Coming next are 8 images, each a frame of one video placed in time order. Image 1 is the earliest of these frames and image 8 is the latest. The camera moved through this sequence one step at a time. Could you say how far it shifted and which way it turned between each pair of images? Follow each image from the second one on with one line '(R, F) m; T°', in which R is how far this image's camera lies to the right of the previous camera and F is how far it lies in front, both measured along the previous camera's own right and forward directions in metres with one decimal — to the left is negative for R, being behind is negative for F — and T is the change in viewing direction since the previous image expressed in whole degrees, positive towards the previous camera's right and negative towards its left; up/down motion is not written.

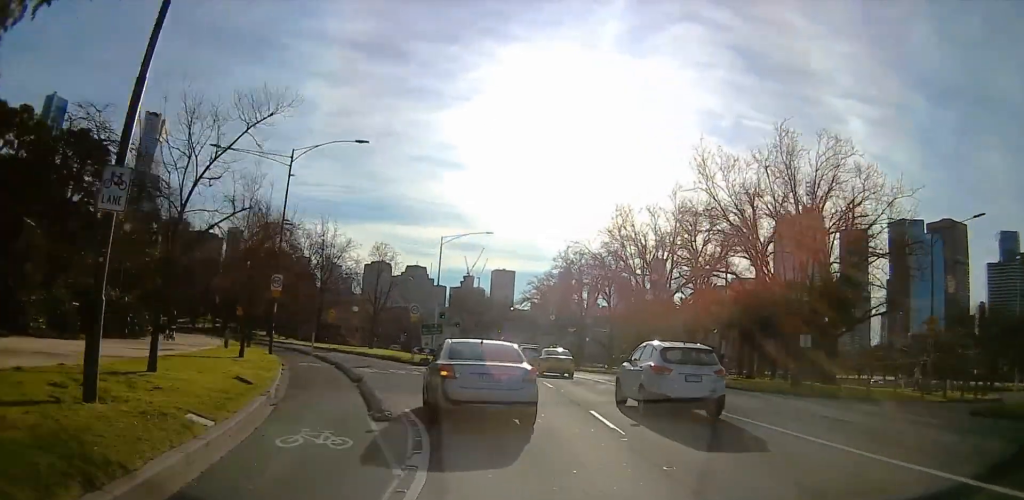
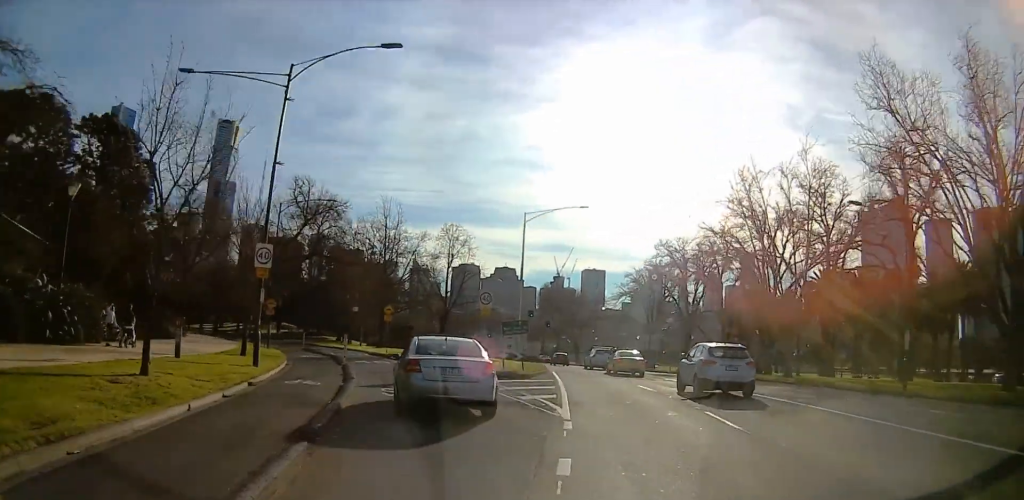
(+0.6, +13.0) m; -6°
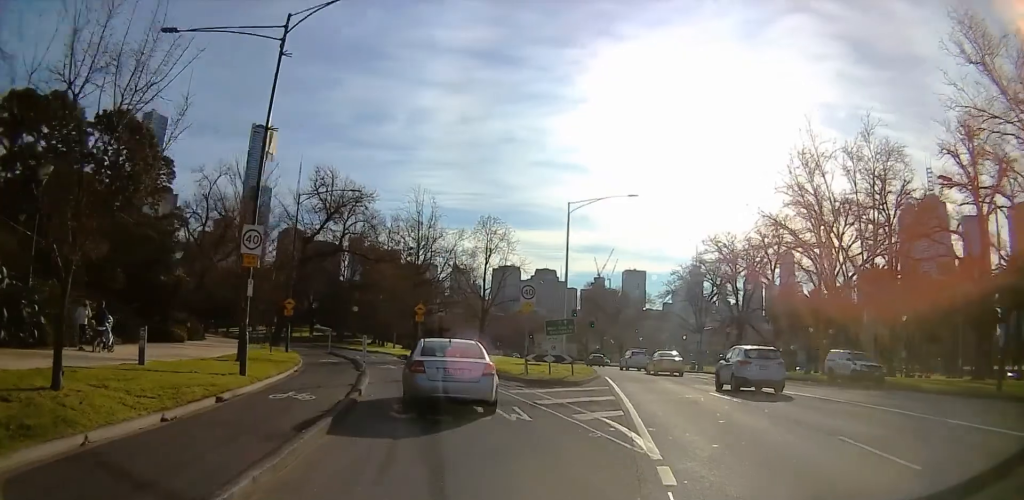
(-0.7, +4.5) m; -8°
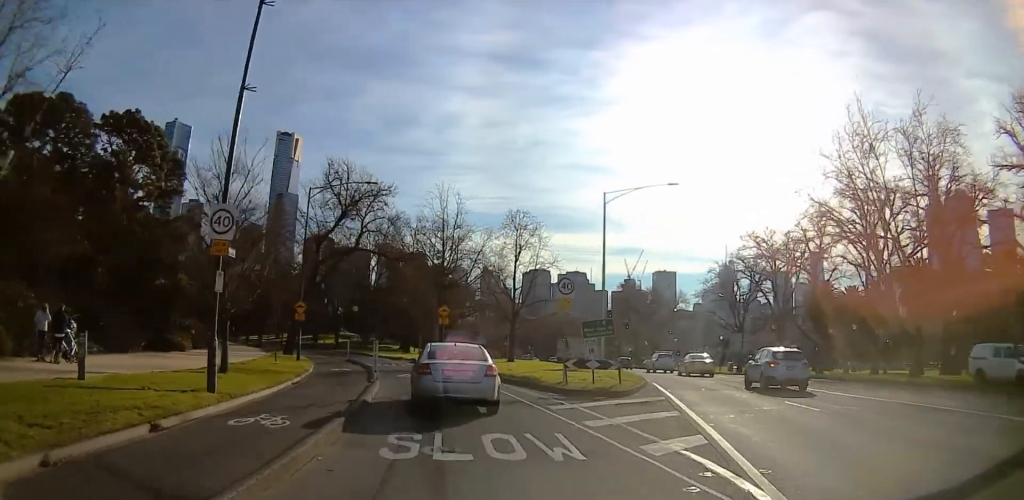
(-0.5, +4.0) m; -8°
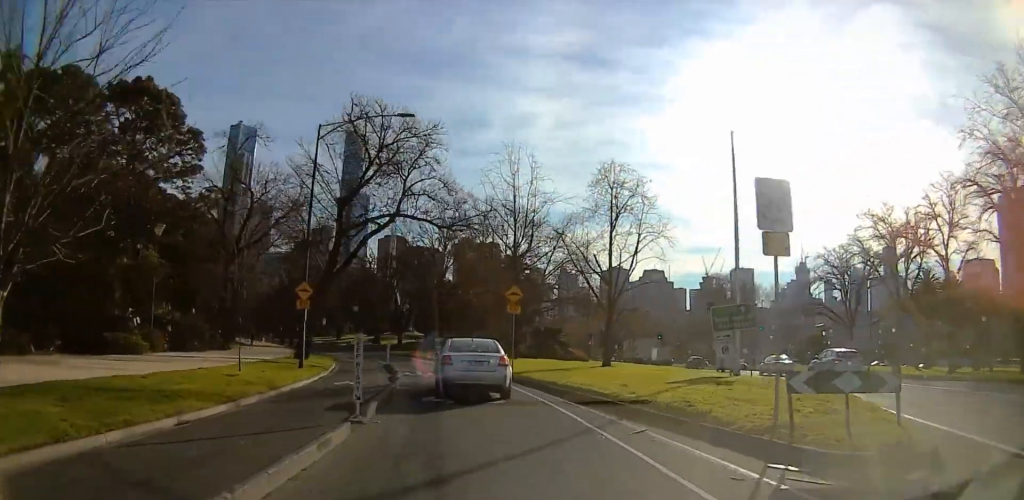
(-0.6, +12.5) m; -1°
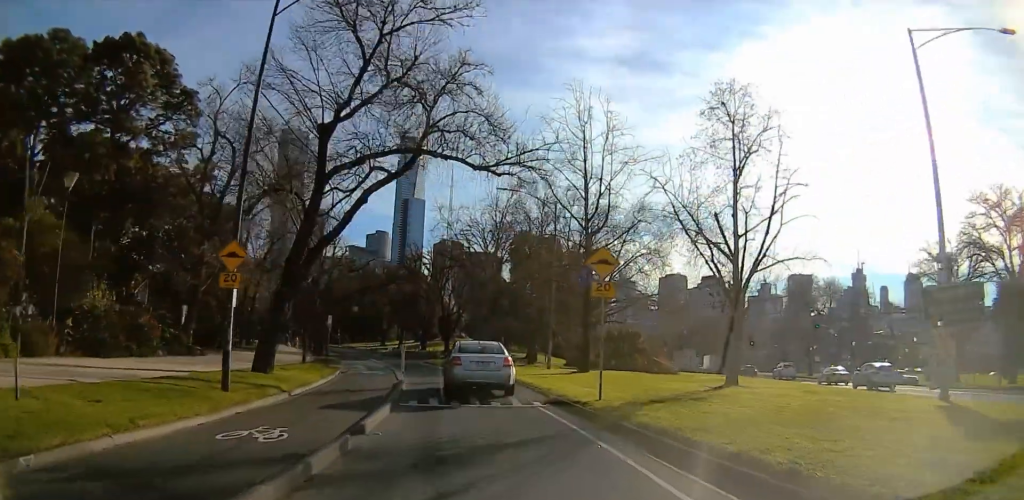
(+0.4, +11.8) m; -7°
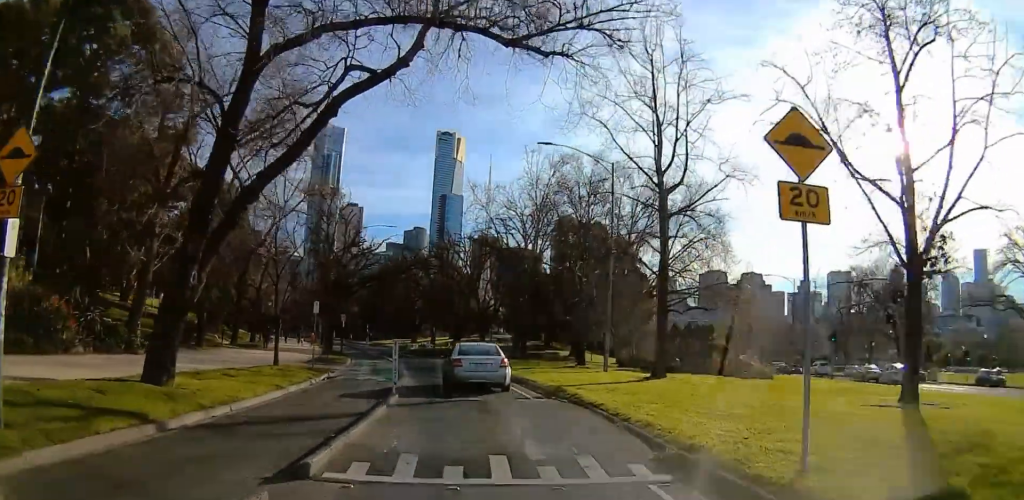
(-1.5, +8.7) m; -13°
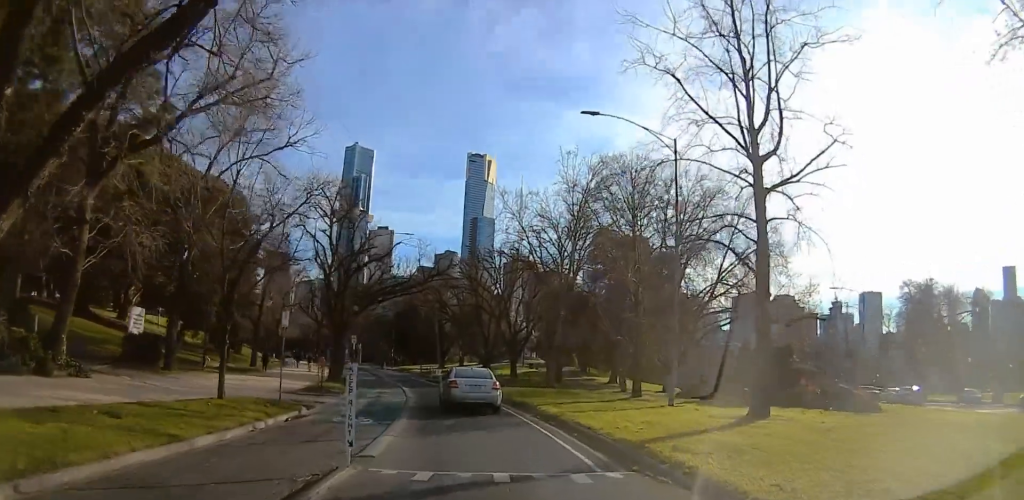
(-0.1, +7.6) m; +3°
